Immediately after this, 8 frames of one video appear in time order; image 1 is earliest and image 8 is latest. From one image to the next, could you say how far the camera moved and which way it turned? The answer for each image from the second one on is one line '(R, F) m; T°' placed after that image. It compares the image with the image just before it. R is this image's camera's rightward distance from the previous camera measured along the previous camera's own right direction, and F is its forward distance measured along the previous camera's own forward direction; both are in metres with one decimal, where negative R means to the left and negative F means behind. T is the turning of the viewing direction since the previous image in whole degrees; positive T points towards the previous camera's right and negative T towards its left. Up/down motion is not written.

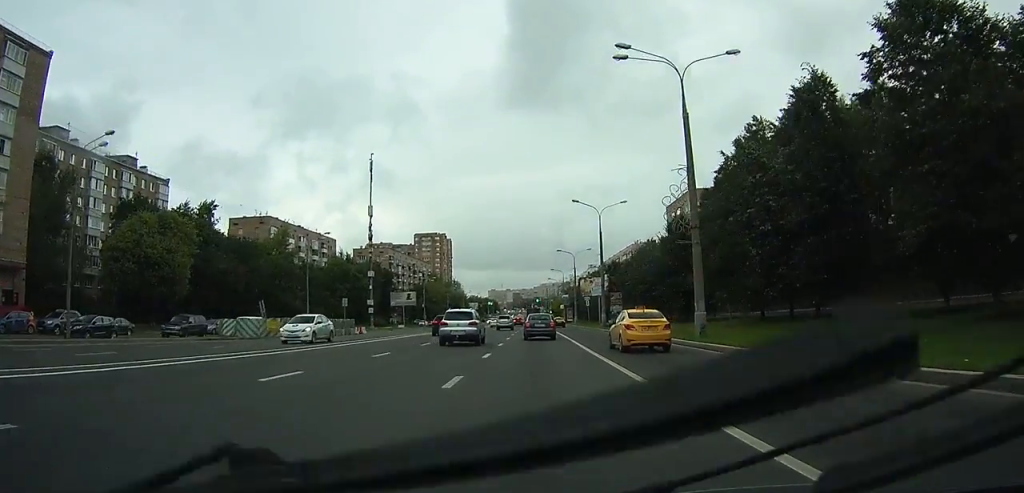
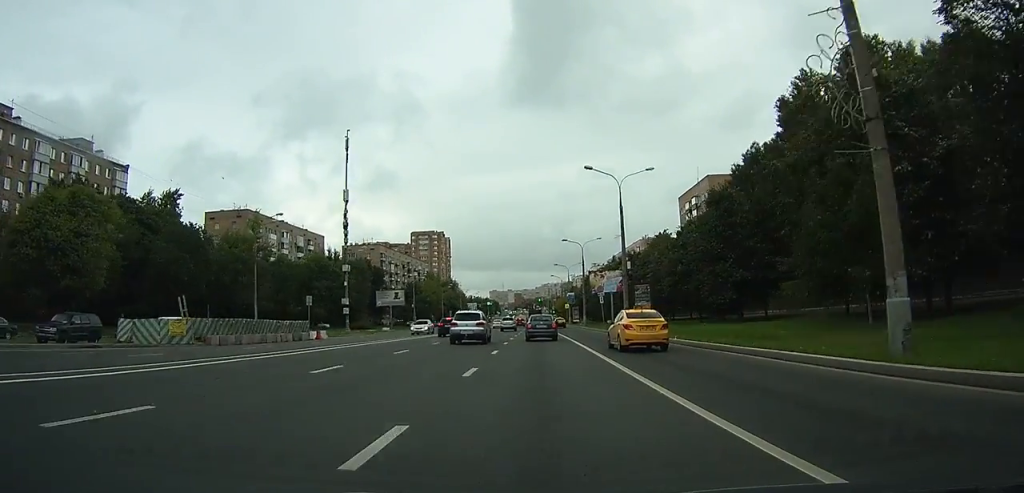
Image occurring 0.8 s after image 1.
(0.0, +13.5) m; 0°
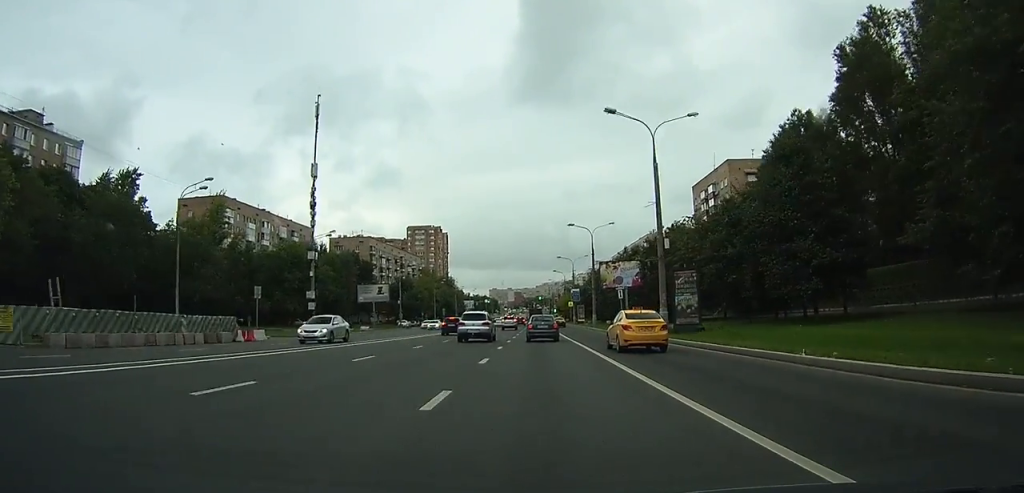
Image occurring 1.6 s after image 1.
(-0.1, +12.8) m; 0°
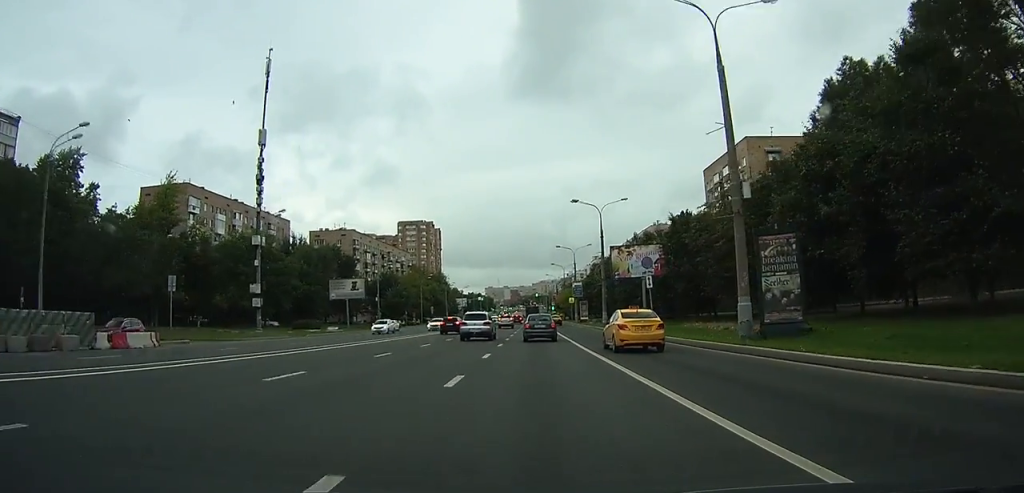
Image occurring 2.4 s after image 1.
(0.0, +13.1) m; 0°
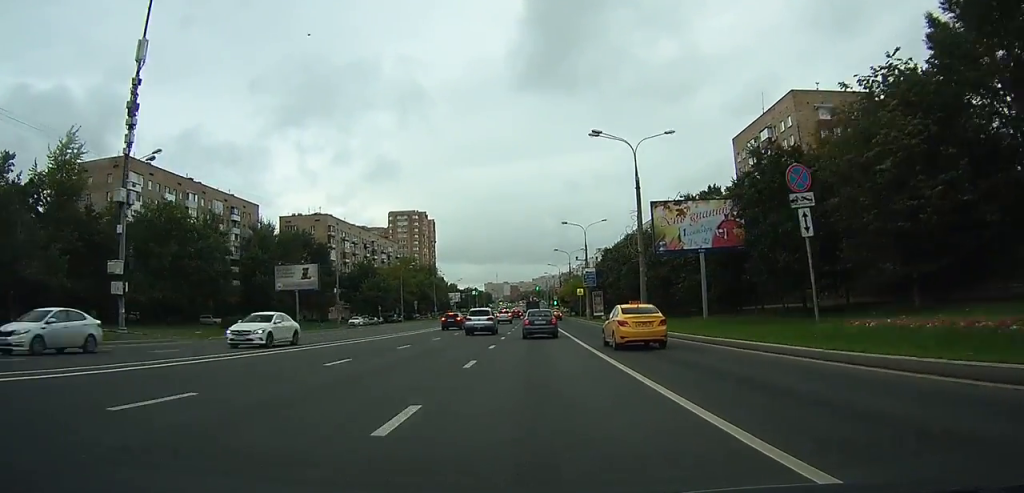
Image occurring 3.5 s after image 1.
(+0.1, +20.4) m; +1°
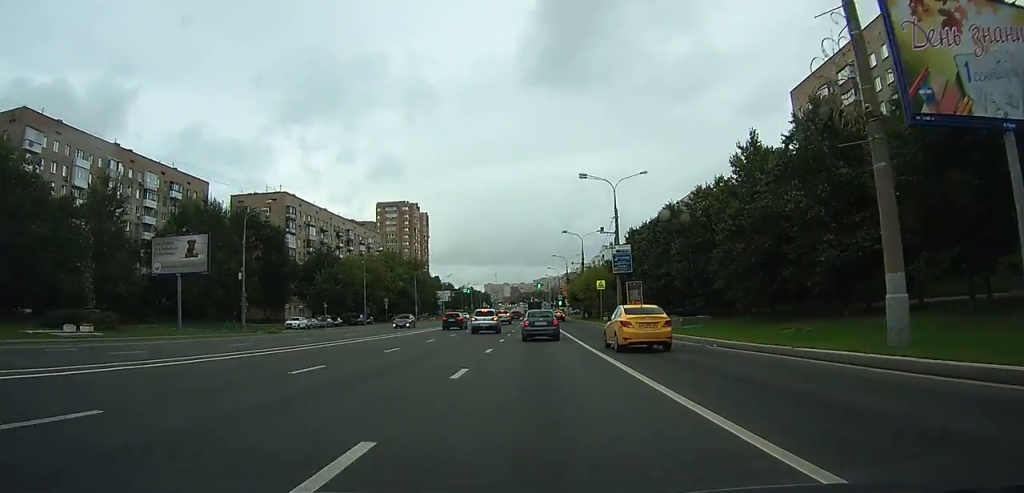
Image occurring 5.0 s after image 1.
(+0.1, +26.4) m; 0°
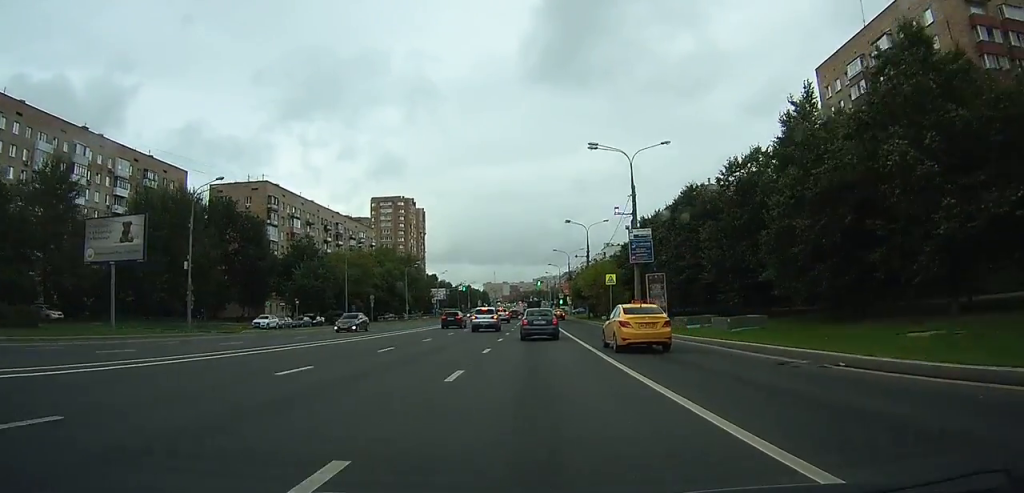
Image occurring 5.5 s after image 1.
(0.0, +8.7) m; 0°
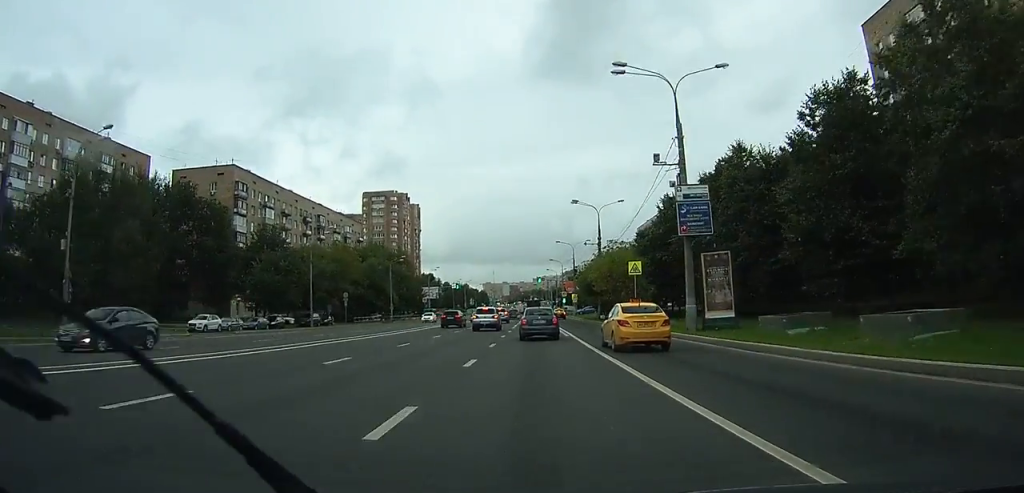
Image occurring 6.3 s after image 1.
(0.0, +13.3) m; 0°
